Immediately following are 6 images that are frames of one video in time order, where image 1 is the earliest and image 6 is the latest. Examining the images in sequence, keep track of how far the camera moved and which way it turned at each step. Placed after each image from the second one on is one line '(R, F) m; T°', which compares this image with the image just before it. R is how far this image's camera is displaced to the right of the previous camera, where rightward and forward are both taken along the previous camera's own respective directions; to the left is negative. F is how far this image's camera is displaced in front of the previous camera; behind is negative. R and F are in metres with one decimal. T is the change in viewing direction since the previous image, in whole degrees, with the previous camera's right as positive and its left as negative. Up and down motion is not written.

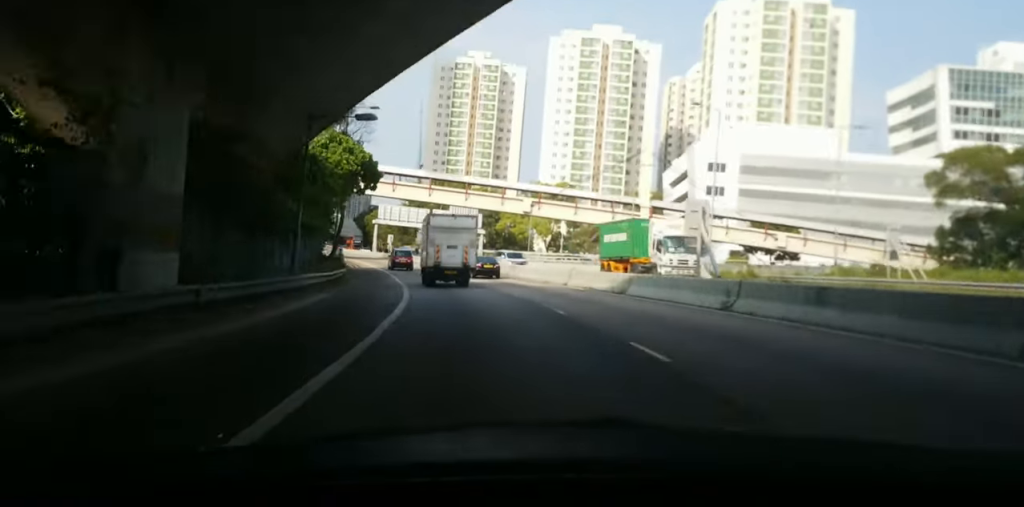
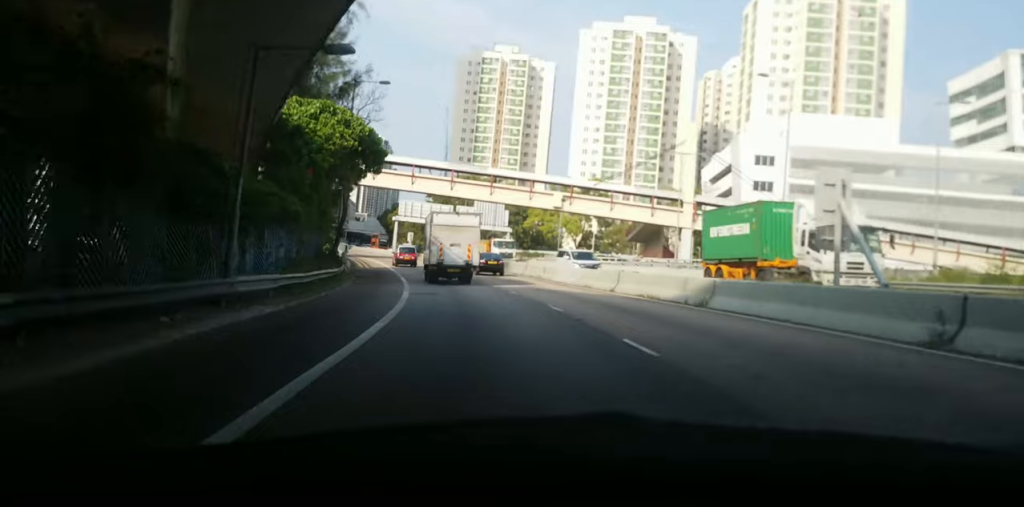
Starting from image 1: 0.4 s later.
(-0.6, +9.5) m; -3°
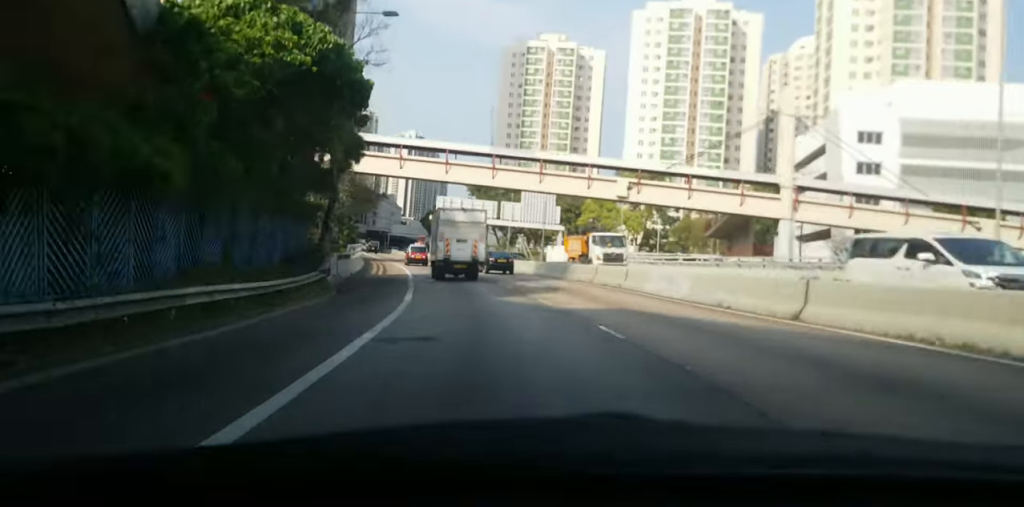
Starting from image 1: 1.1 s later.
(-0.5, +14.7) m; -4°
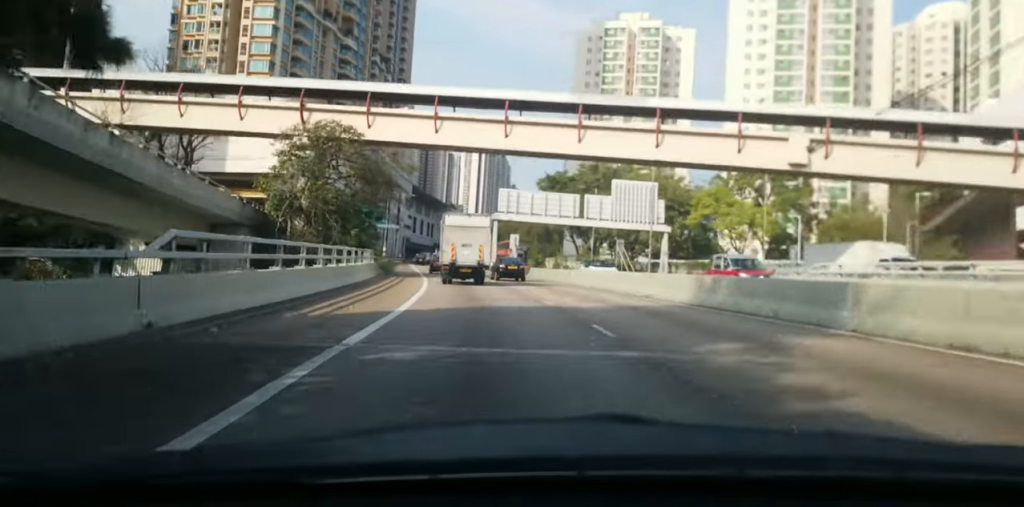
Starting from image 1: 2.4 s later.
(-1.7, +28.7) m; -6°
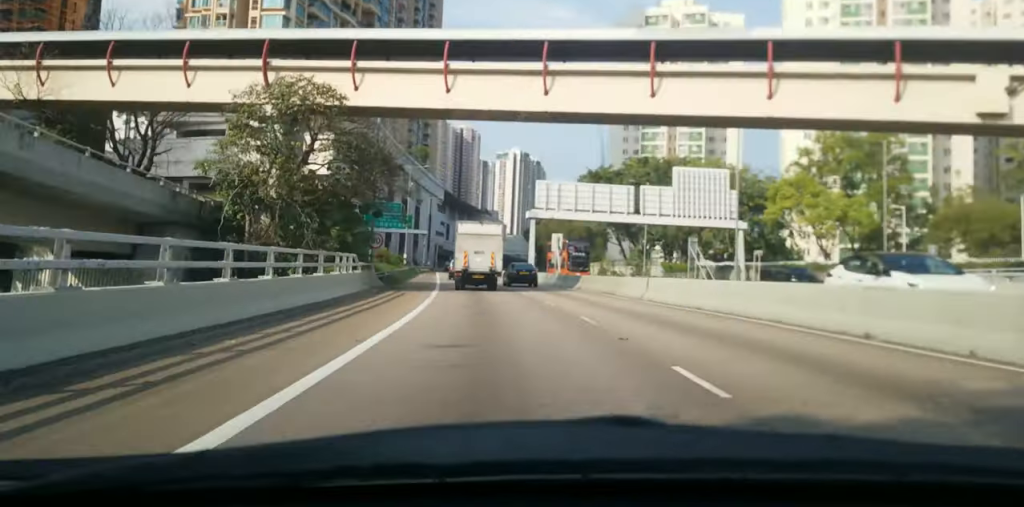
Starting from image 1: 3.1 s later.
(-0.3, +14.9) m; -3°
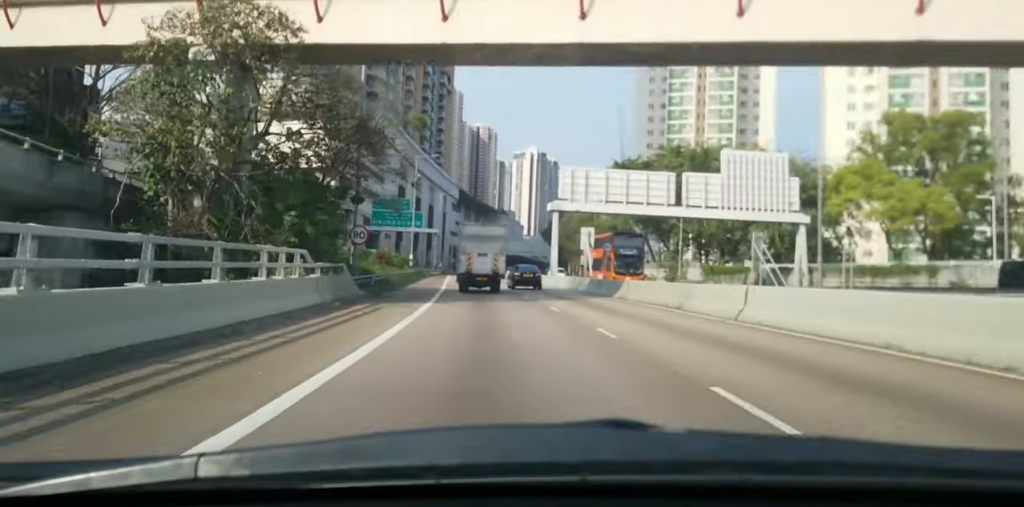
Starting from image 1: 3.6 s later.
(-0.2, +9.7) m; -1°
